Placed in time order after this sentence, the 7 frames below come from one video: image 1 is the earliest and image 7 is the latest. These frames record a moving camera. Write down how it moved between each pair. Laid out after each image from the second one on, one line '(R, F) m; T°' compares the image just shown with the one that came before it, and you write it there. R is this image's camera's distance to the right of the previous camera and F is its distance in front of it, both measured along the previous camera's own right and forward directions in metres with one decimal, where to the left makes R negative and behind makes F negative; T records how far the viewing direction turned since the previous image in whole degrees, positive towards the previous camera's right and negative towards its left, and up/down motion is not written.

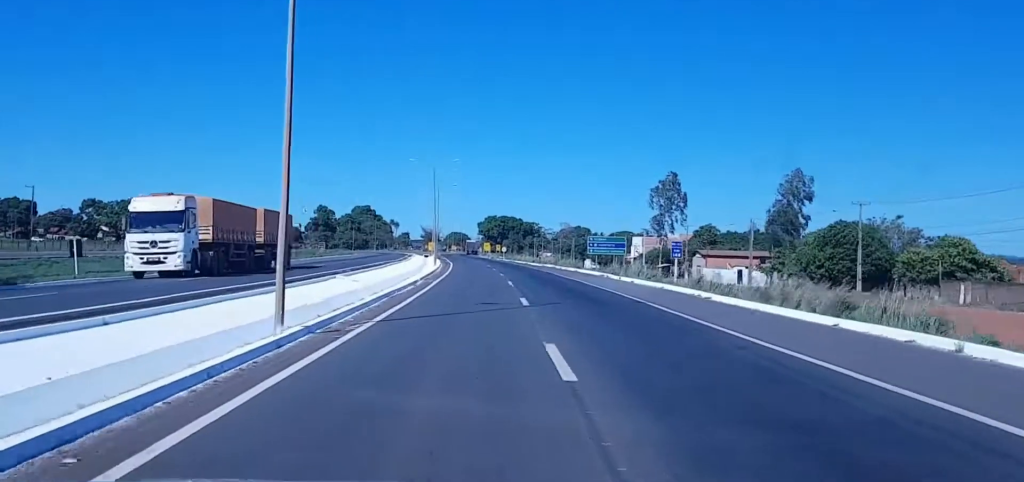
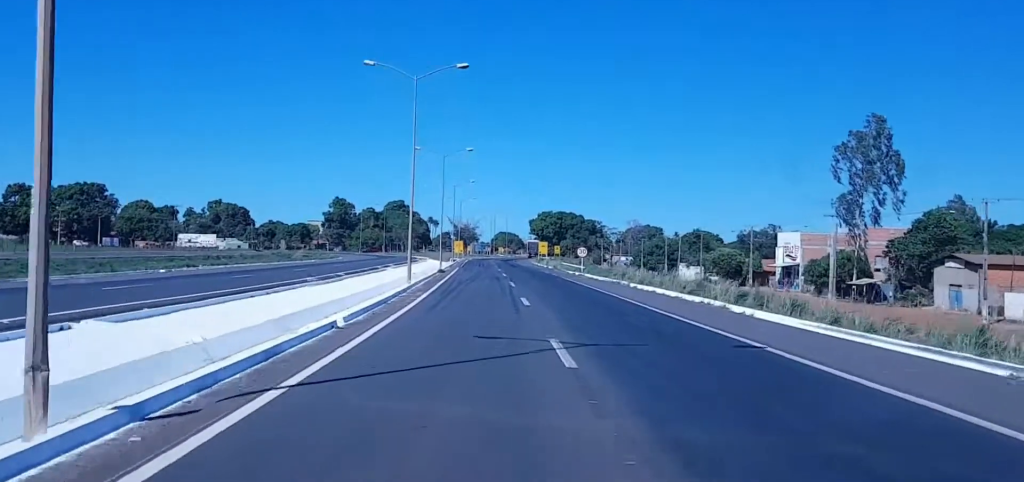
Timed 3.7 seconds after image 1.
(-1.5, +97.0) m; -4°
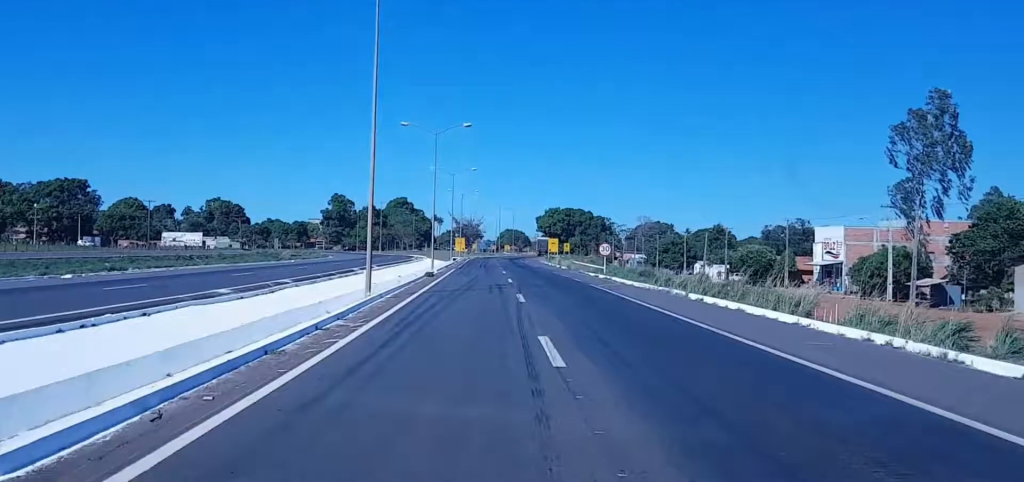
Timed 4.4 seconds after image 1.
(-0.2, +17.6) m; -2°
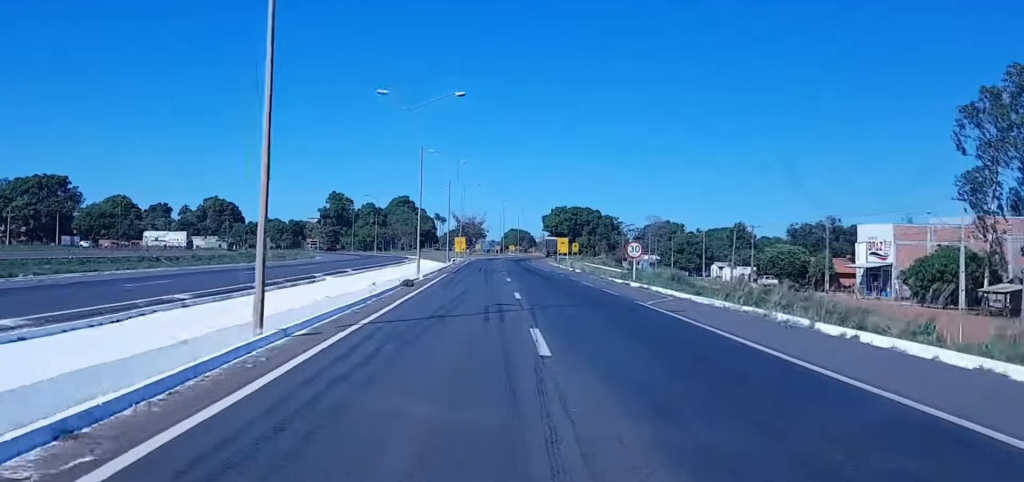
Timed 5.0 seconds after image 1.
(-0.3, +16.9) m; -3°
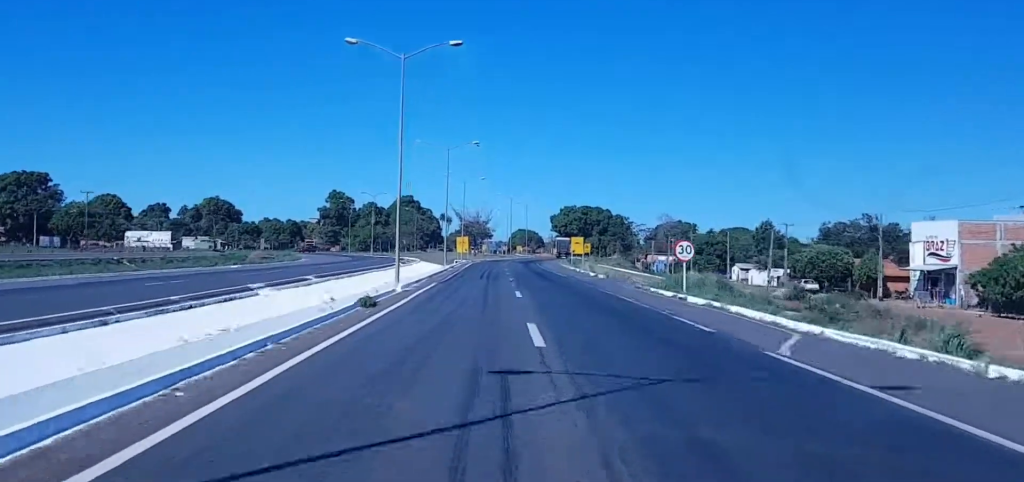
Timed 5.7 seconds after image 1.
(+0.2, +17.0) m; -4°
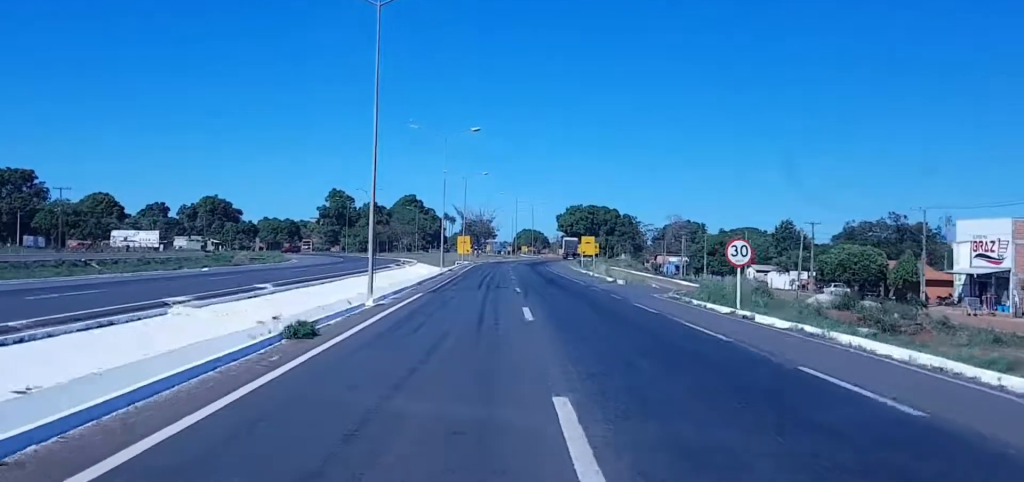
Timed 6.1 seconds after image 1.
(-0.9, +12.0) m; -1°
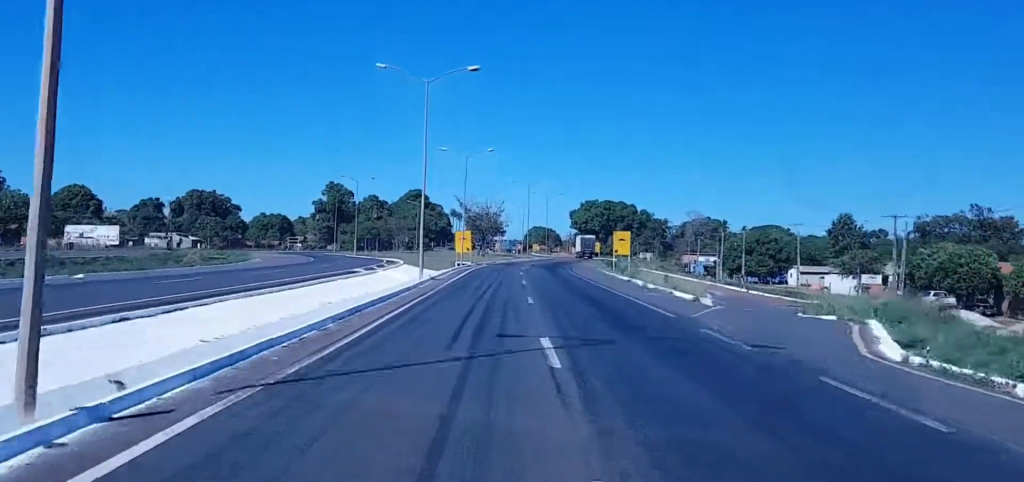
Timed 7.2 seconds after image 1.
(-0.8, +29.5) m; 0°
